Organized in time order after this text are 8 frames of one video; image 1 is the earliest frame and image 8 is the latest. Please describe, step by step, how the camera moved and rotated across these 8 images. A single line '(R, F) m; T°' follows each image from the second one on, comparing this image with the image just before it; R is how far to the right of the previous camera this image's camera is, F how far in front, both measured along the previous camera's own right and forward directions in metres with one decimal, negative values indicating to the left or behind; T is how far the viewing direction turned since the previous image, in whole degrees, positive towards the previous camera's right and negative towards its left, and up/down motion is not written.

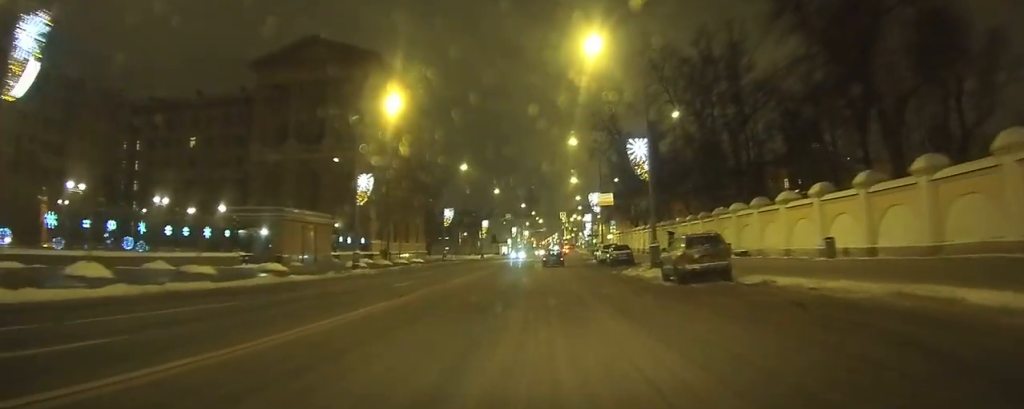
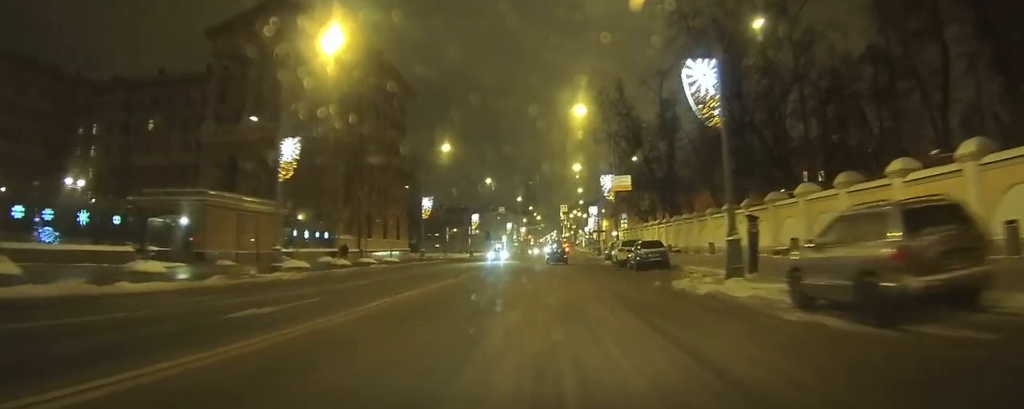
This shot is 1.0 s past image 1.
(0.0, +12.2) m; +1°
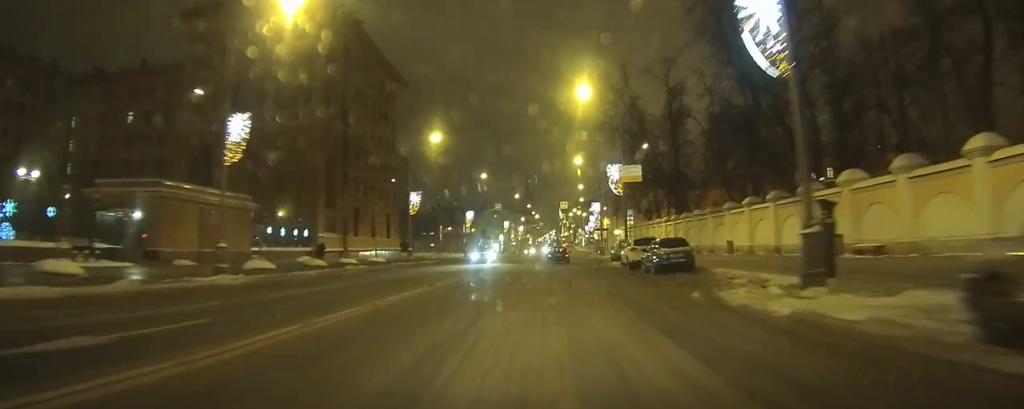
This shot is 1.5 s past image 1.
(0.0, +5.2) m; 0°
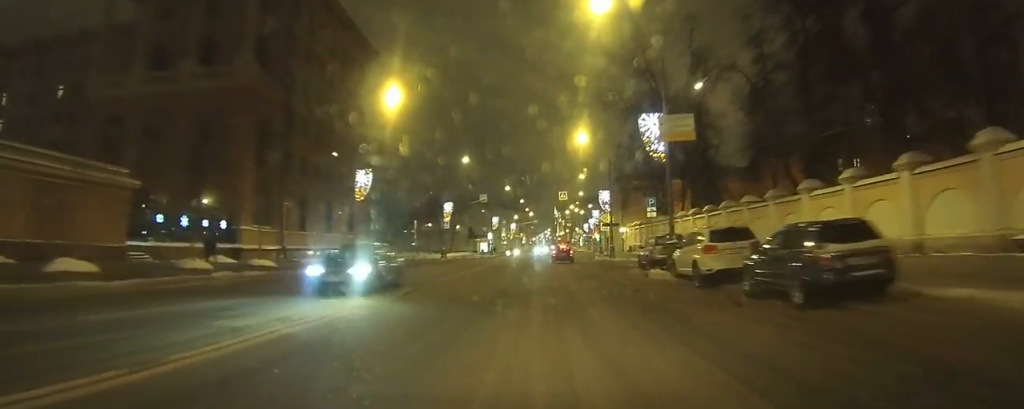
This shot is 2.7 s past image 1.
(+0.1, +14.8) m; +1°
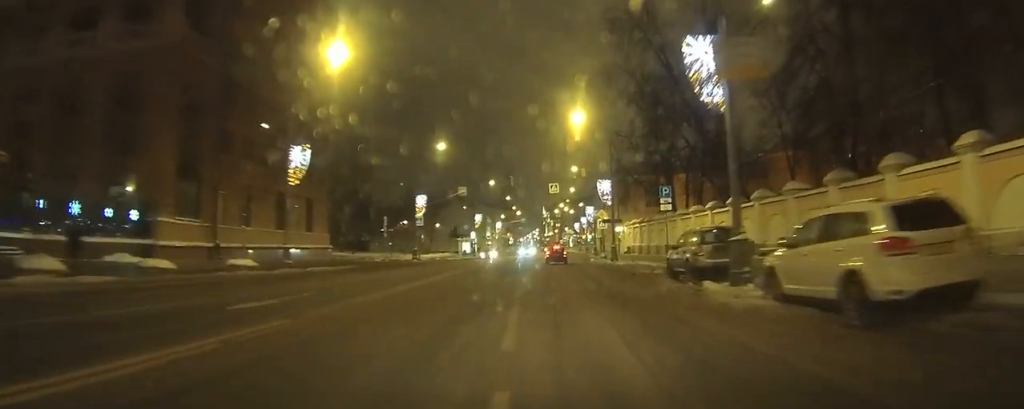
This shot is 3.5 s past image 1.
(+0.1, +9.1) m; +2°
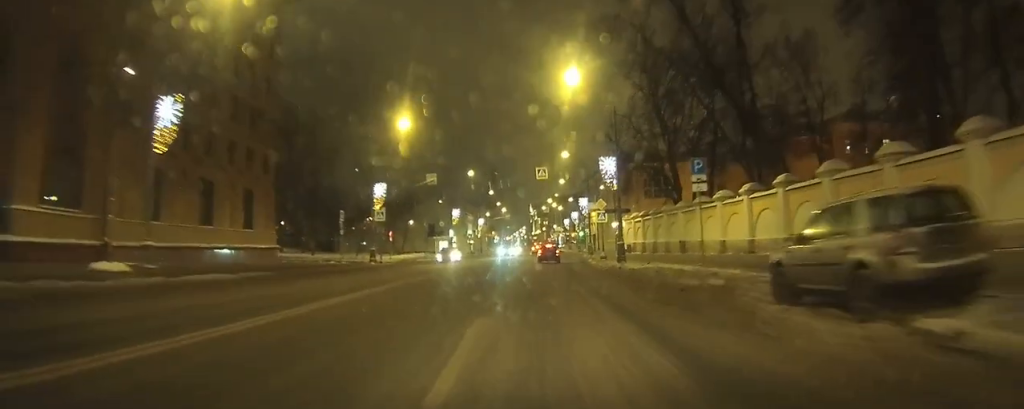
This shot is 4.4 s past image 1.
(+0.2, +10.6) m; +1°
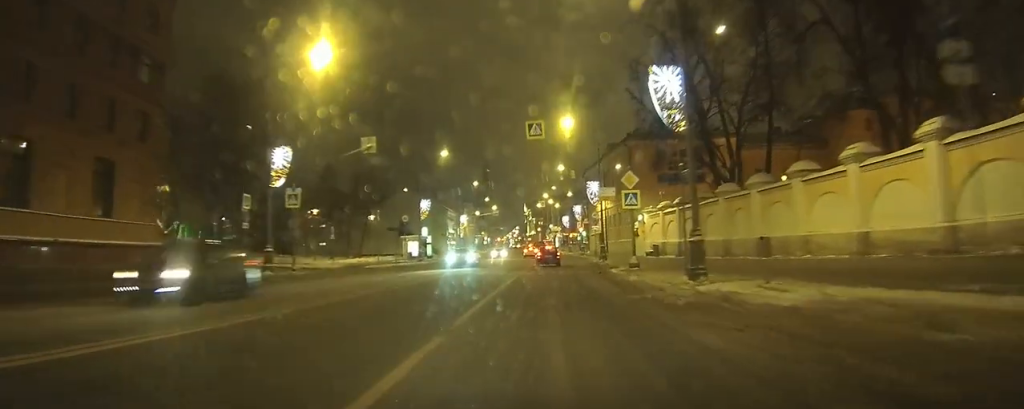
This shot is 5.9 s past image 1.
(0.0, +17.5) m; 0°
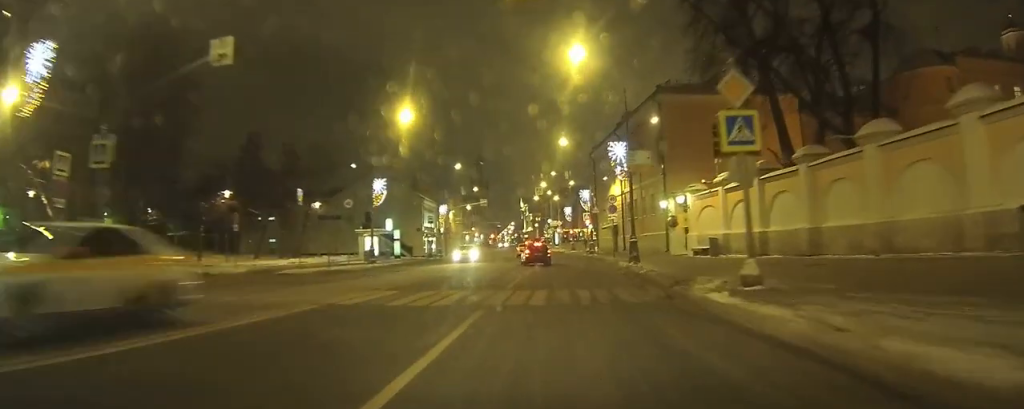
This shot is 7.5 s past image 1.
(-0.1, +15.7) m; -1°
